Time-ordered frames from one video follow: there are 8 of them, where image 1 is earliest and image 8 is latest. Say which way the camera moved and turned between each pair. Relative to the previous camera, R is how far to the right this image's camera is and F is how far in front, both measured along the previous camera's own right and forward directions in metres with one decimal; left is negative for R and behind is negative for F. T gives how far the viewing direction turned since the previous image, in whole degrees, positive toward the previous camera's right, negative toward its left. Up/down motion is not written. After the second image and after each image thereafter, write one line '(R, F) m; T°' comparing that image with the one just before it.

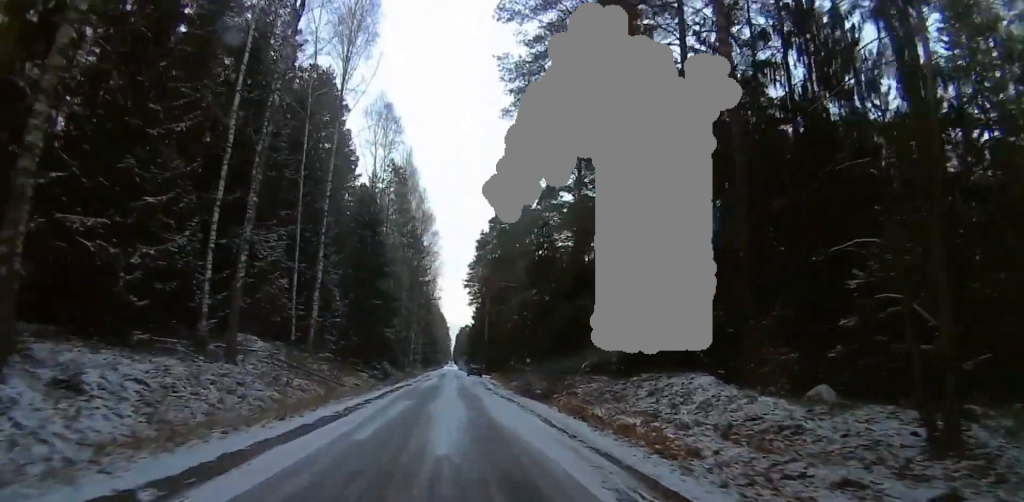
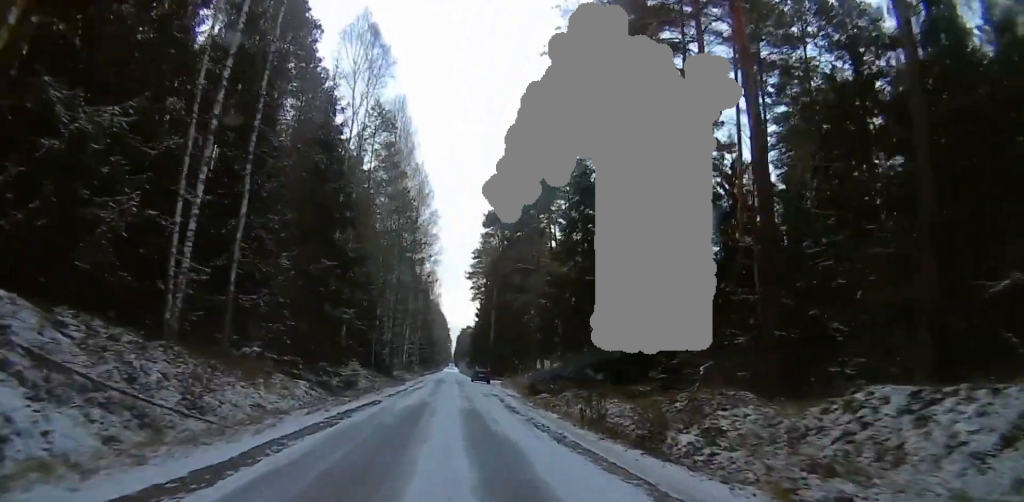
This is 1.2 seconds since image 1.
(0.0, +13.7) m; 0°
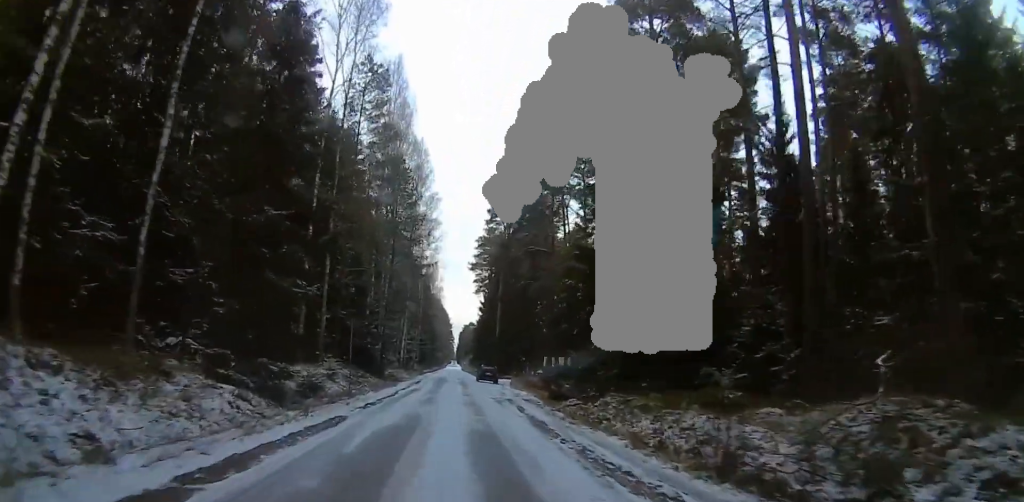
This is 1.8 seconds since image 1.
(0.0, +6.8) m; 0°
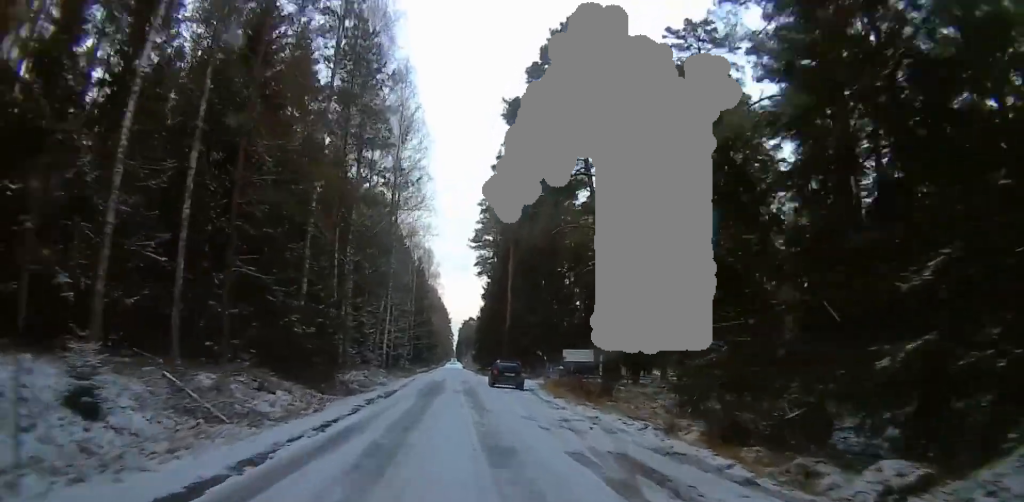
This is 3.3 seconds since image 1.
(+0.2, +16.9) m; +1°
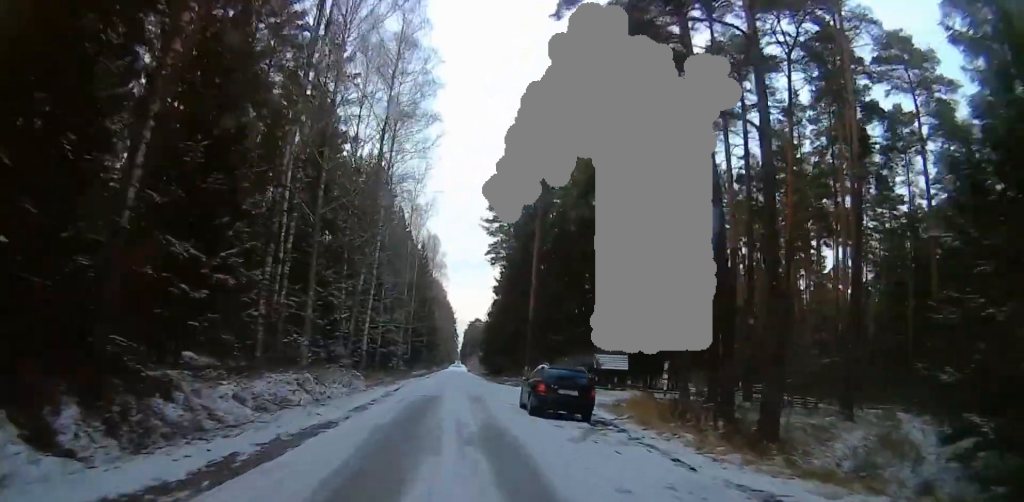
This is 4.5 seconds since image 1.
(0.0, +14.2) m; -3°
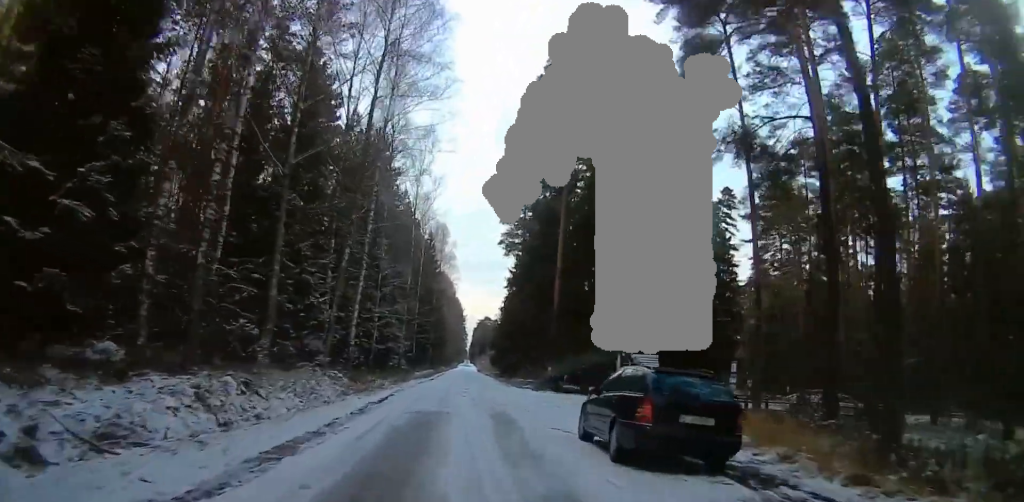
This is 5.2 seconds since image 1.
(-0.4, +8.0) m; 0°
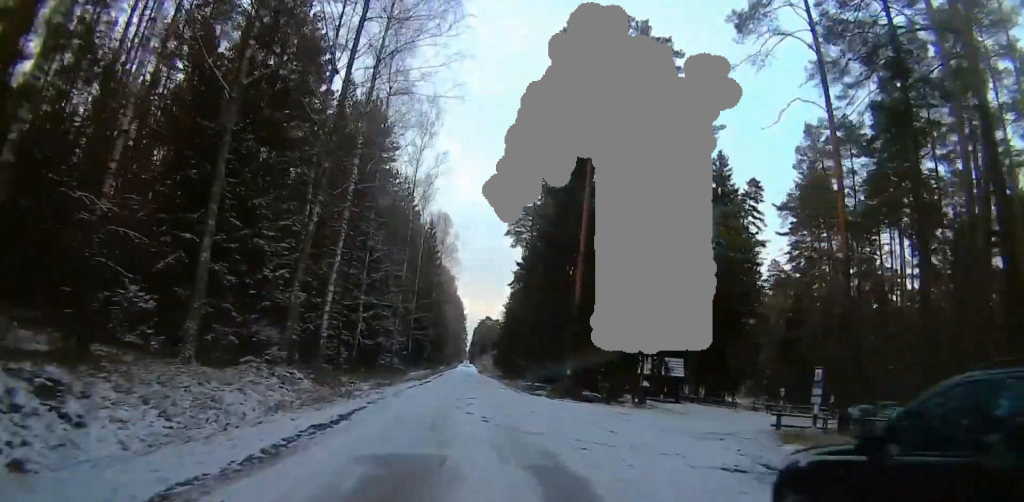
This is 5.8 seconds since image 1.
(-0.3, +7.1) m; +1°
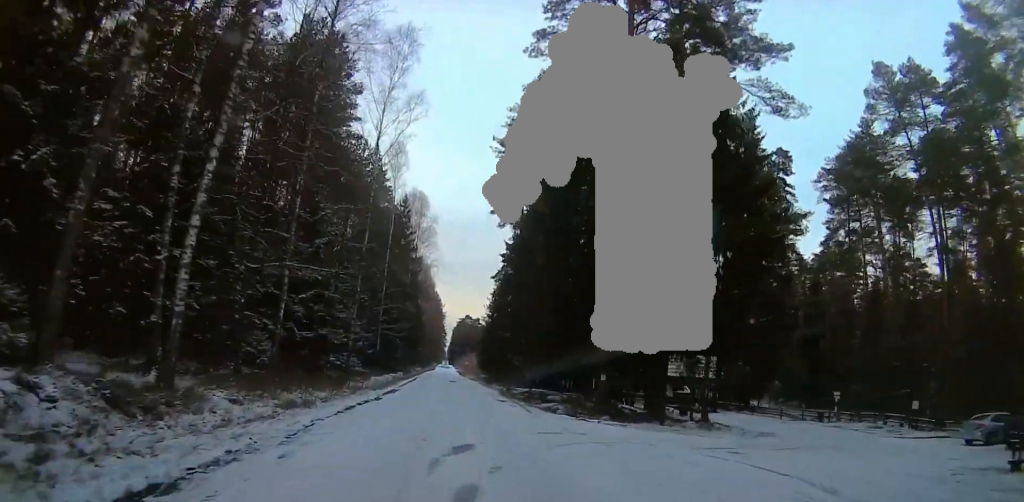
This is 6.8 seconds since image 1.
(+0.8, +12.4) m; +4°
